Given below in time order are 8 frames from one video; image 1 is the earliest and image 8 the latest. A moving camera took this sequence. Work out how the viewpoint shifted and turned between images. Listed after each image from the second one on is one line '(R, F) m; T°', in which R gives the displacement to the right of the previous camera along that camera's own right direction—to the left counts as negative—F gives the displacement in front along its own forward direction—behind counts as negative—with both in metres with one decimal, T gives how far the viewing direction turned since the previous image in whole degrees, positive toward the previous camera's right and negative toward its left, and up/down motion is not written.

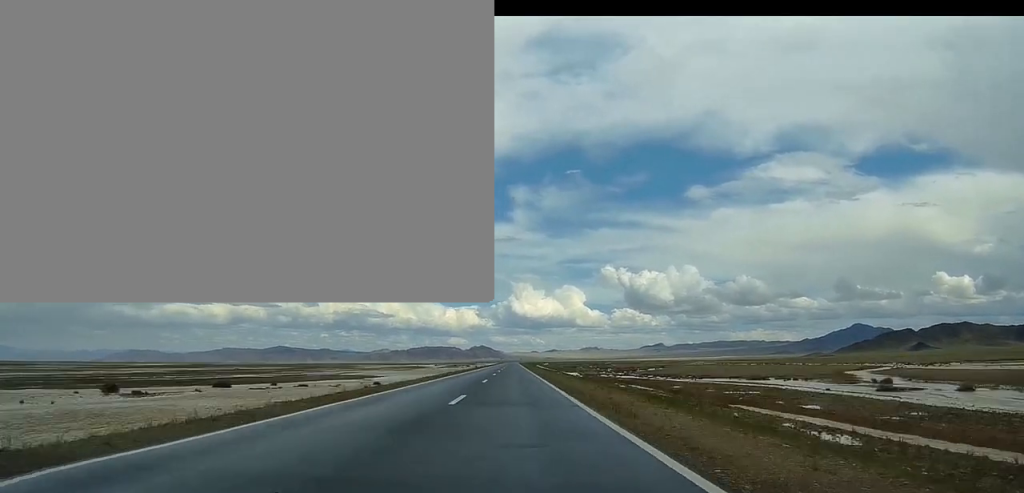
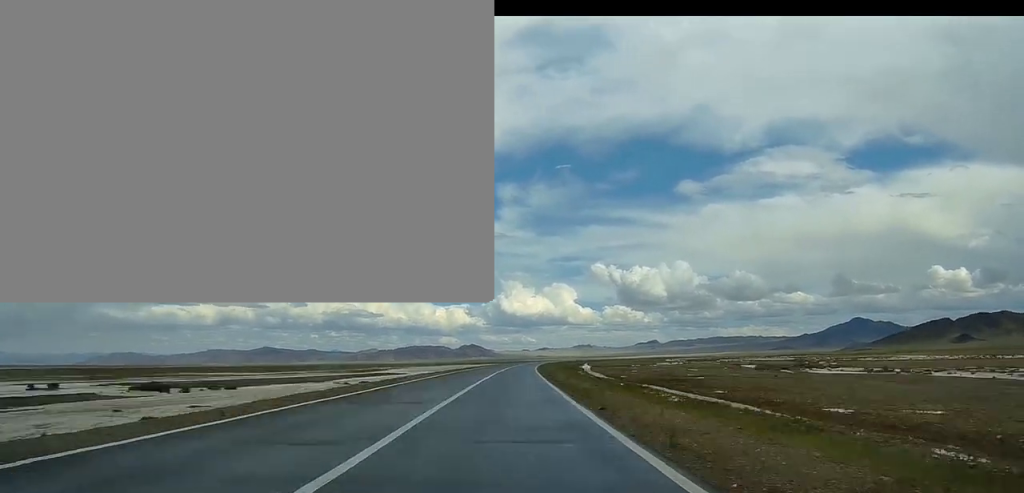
(+3.0, +312.7) m; +5°
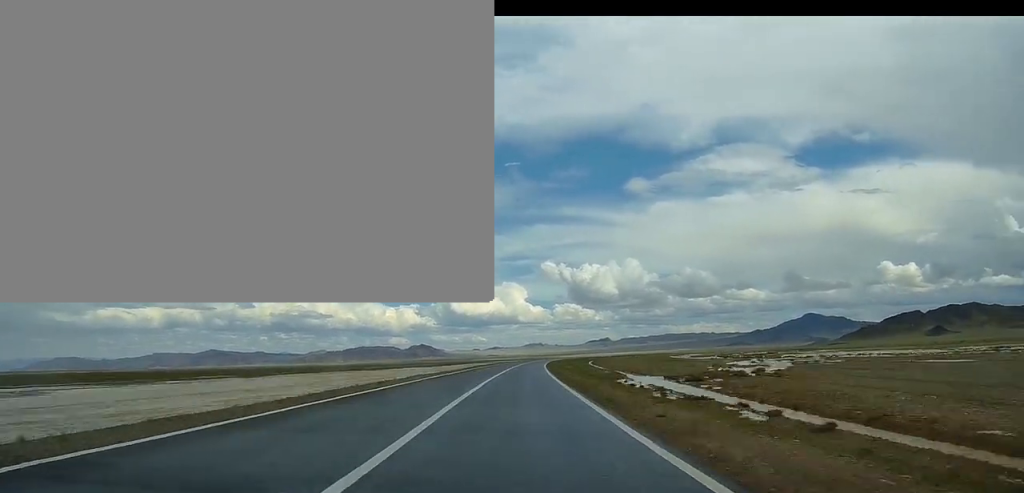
(+9.1, +136.5) m; +5°
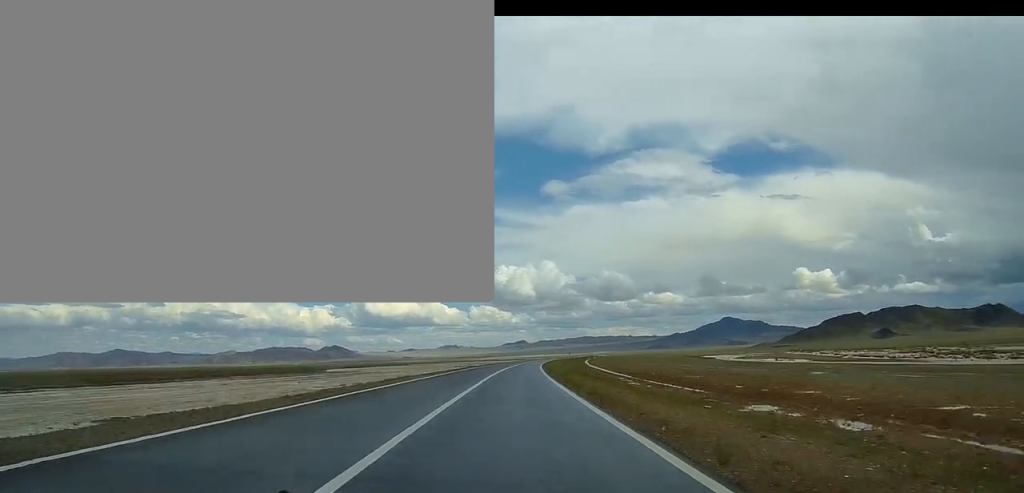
(+11.5, +191.0) m; +6°
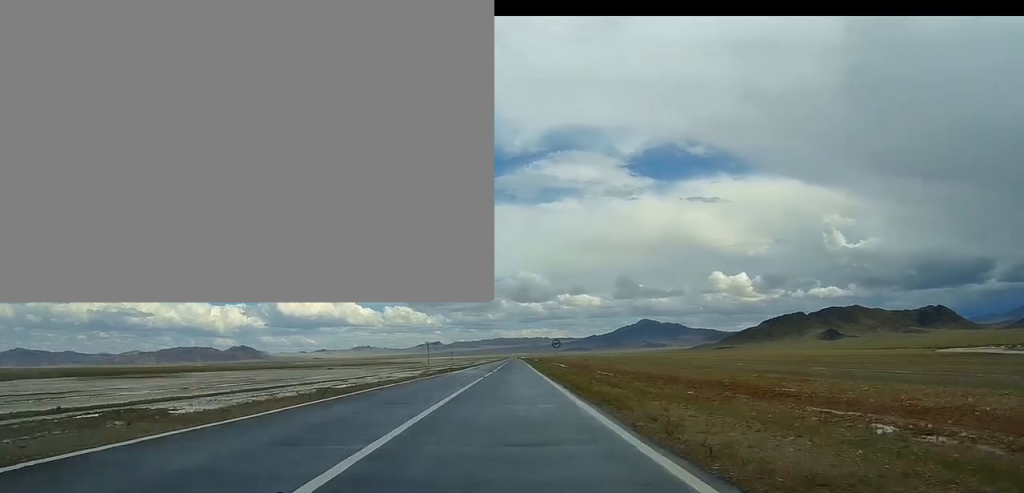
(+10.9, +210.2) m; +4°
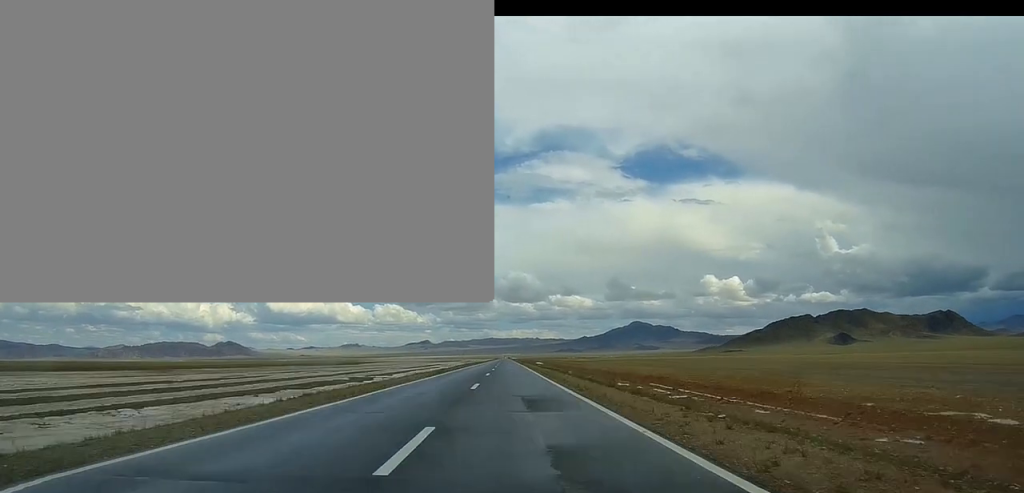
(+2.3, +126.2) m; +1°
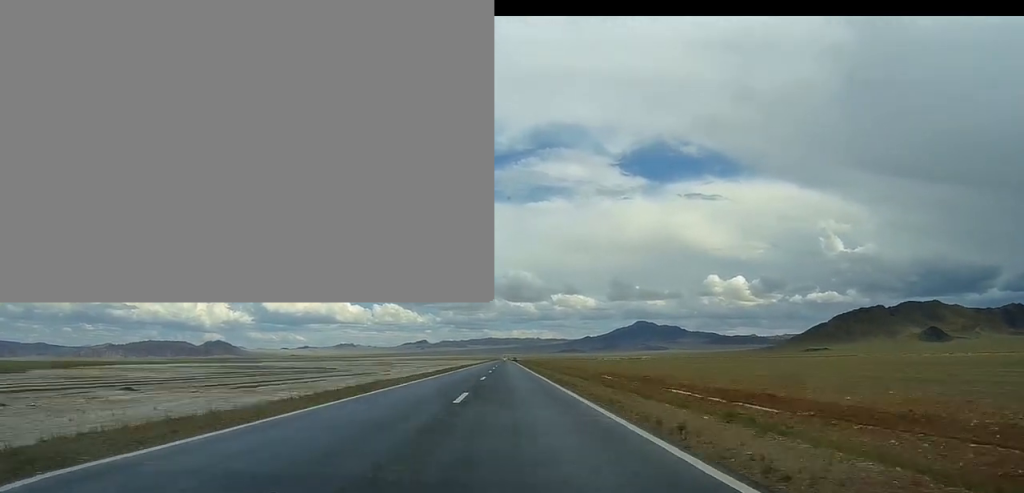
(+2.5, +400.2) m; 0°
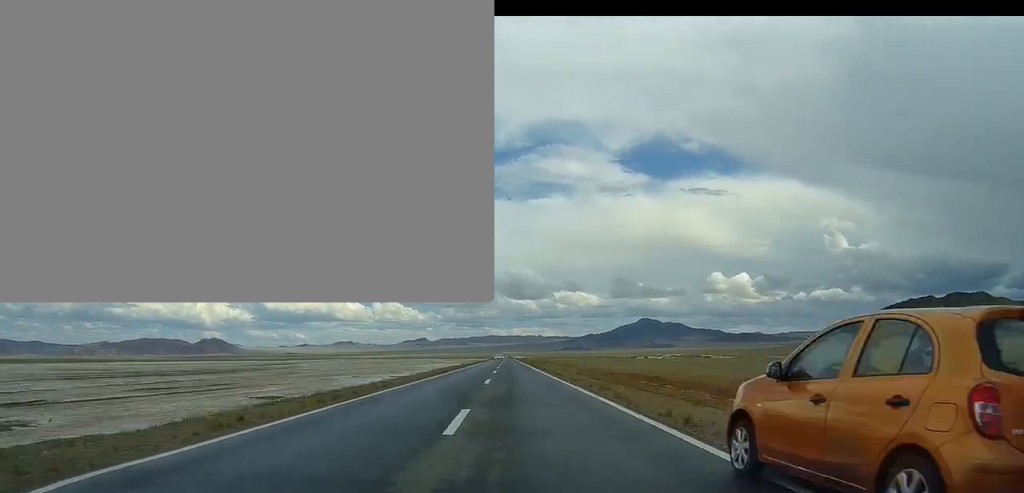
(-0.1, +213.3) m; 0°
